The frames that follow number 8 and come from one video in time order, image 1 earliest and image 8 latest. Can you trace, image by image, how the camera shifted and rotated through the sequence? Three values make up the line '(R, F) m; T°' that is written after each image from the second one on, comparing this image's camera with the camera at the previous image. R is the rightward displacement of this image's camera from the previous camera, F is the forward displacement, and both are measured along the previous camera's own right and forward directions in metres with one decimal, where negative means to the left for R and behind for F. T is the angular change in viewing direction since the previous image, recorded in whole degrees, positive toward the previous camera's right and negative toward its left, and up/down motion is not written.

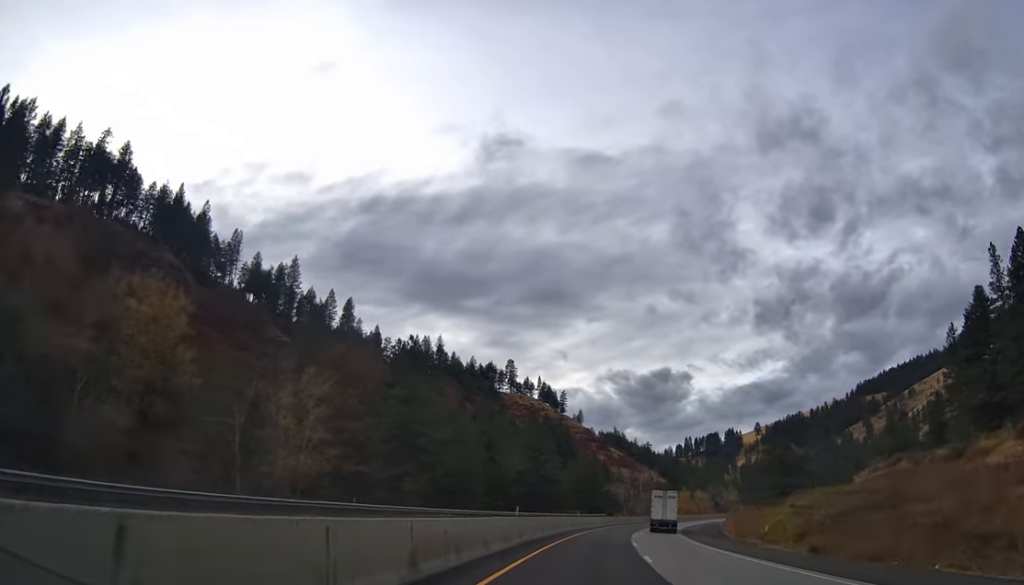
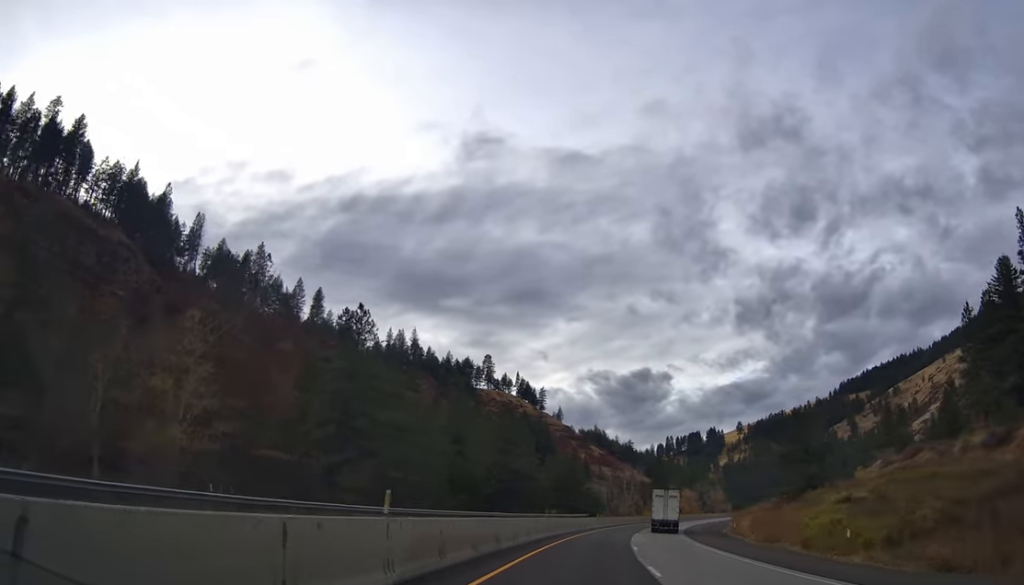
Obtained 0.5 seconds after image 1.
(+0.3, +16.2) m; +1°
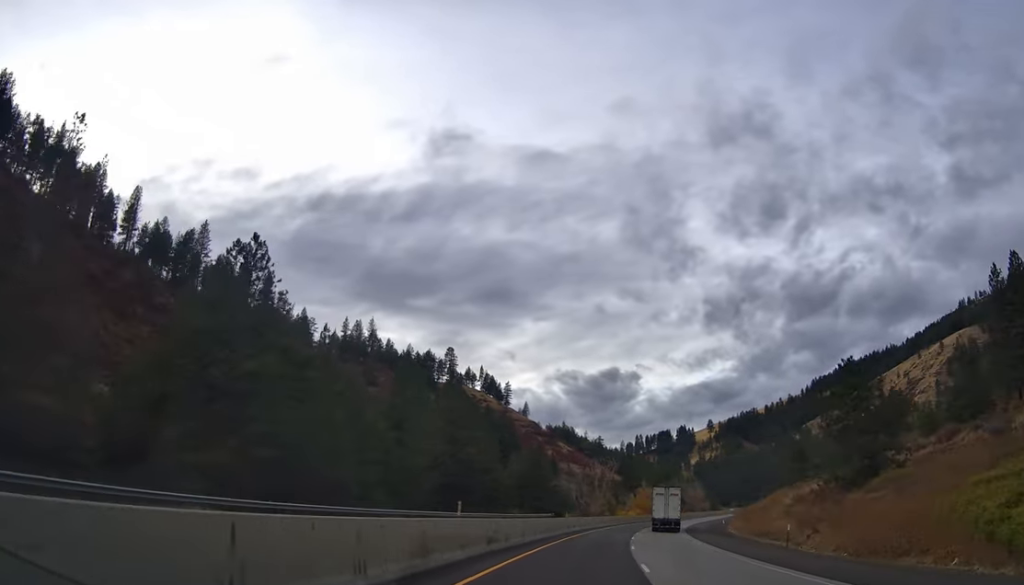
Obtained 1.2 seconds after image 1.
(+0.5, +23.8) m; +2°
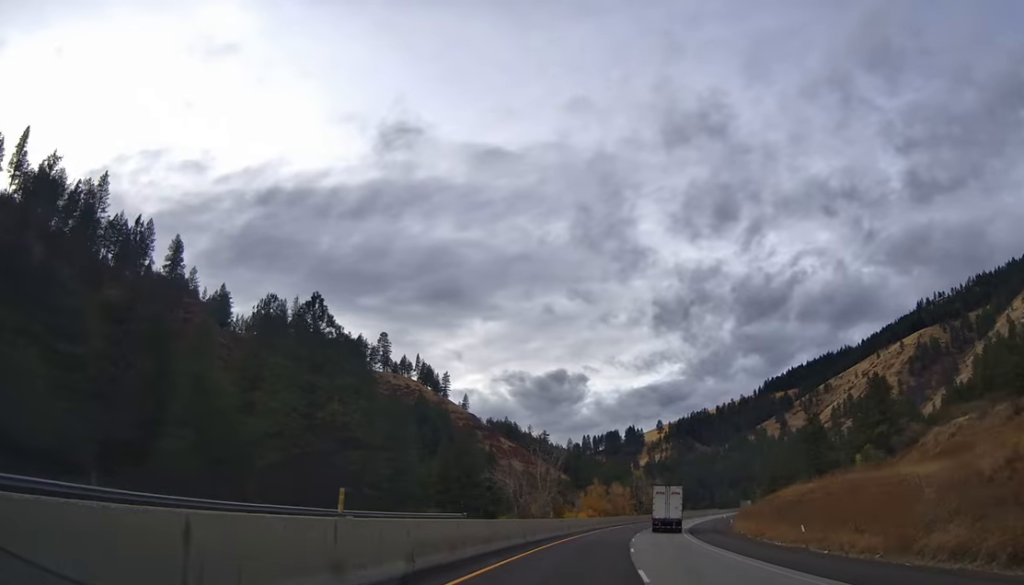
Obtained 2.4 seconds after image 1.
(+1.2, +38.7) m; +4°
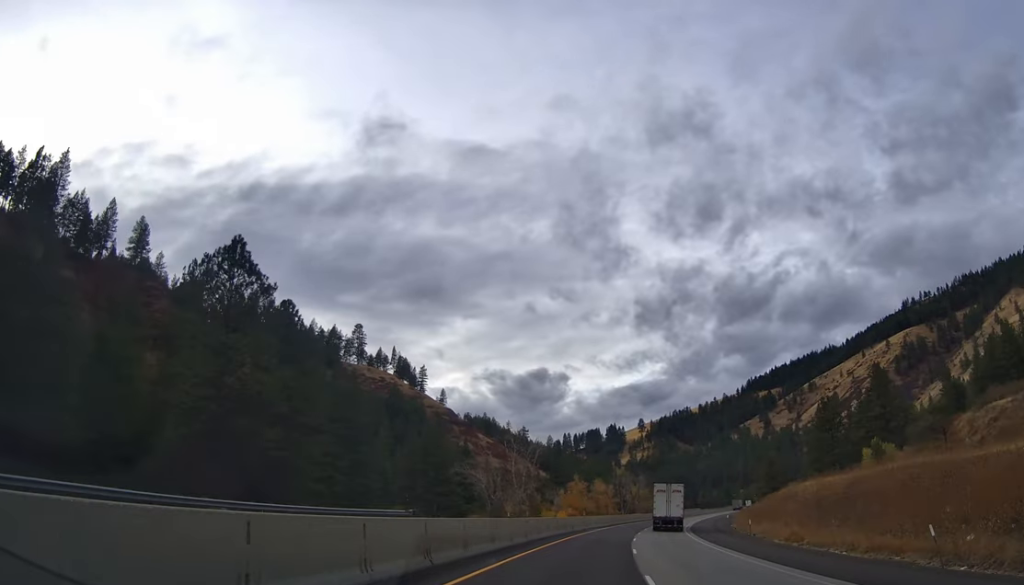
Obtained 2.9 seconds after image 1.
(+0.2, +14.0) m; +2°
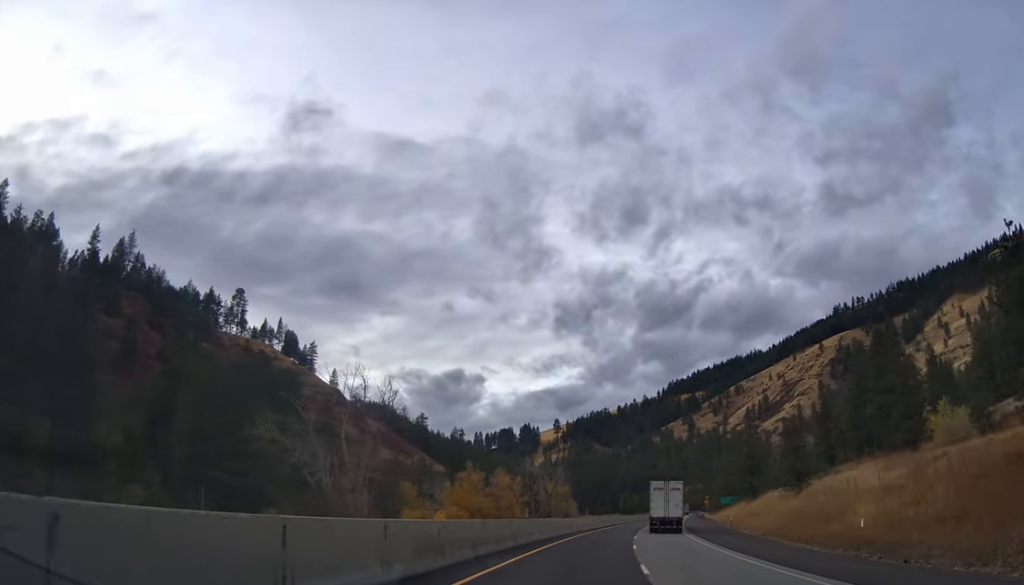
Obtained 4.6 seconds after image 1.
(+3.2, +56.0) m; +7°
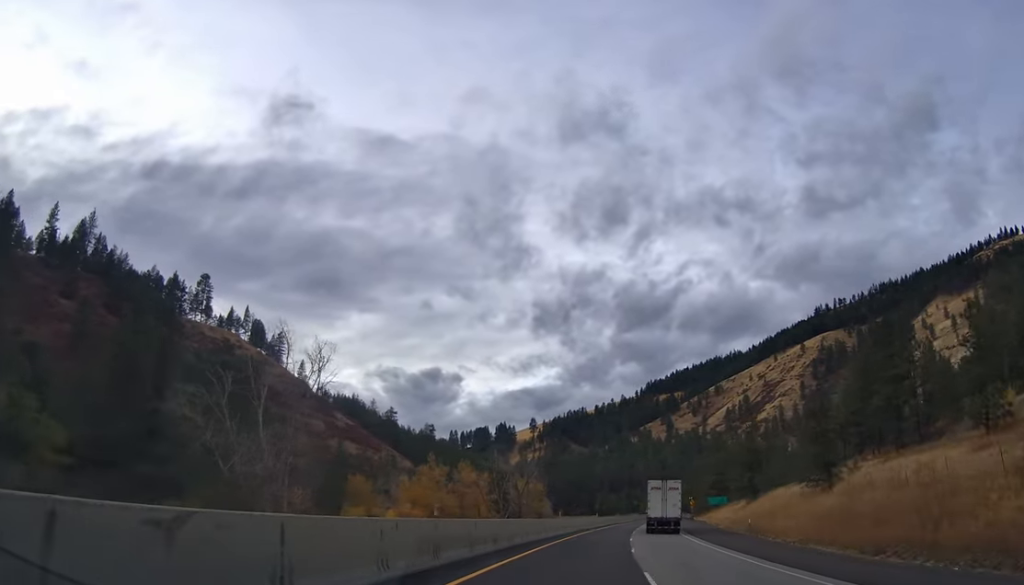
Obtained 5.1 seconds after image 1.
(+0.1, +15.1) m; +2°
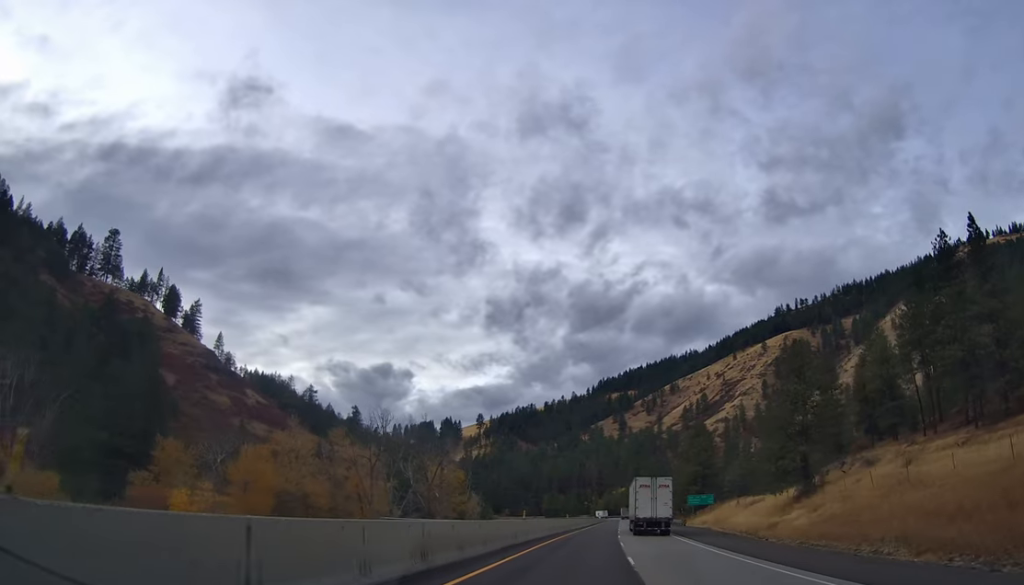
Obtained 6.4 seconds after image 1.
(+2.1, +42.1) m; +6°
